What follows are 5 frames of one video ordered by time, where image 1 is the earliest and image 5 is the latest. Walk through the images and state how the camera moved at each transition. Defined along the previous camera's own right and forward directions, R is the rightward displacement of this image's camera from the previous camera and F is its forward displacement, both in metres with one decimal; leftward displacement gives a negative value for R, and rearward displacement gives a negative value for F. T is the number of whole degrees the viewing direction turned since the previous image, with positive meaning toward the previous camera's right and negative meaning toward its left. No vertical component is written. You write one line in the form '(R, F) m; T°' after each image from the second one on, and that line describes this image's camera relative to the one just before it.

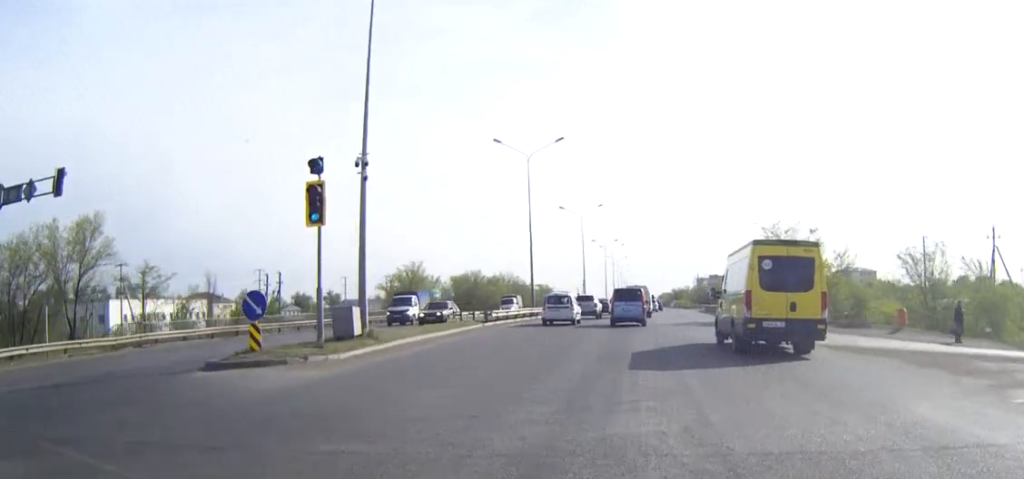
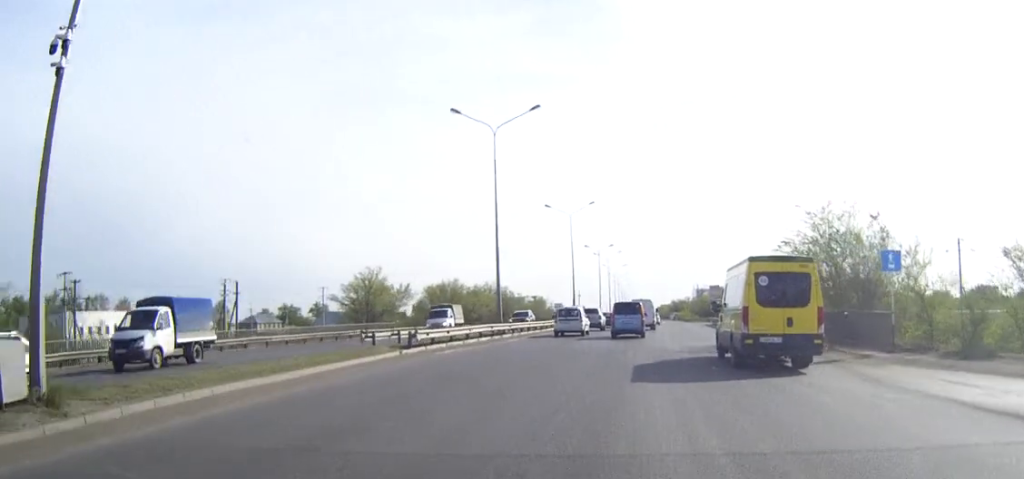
(+0.1, +14.3) m; 0°
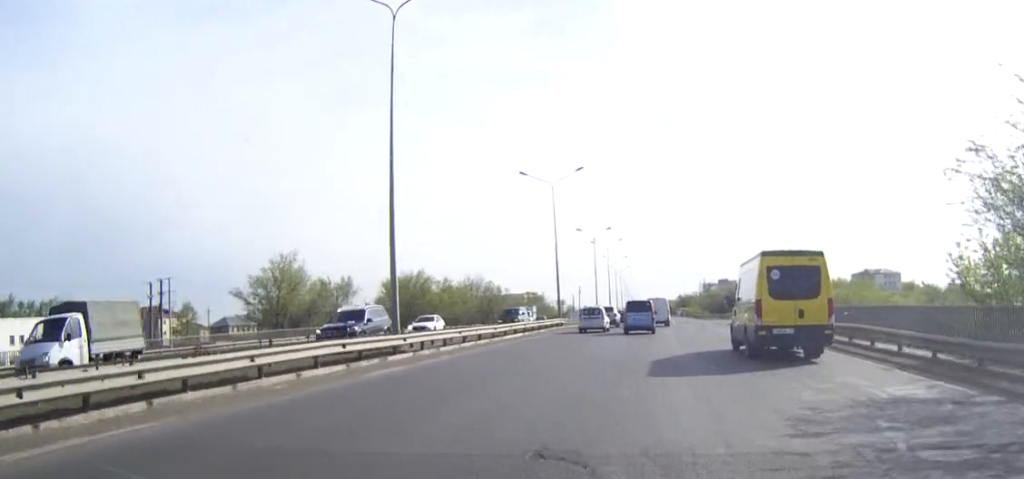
(-0.2, +21.4) m; -1°
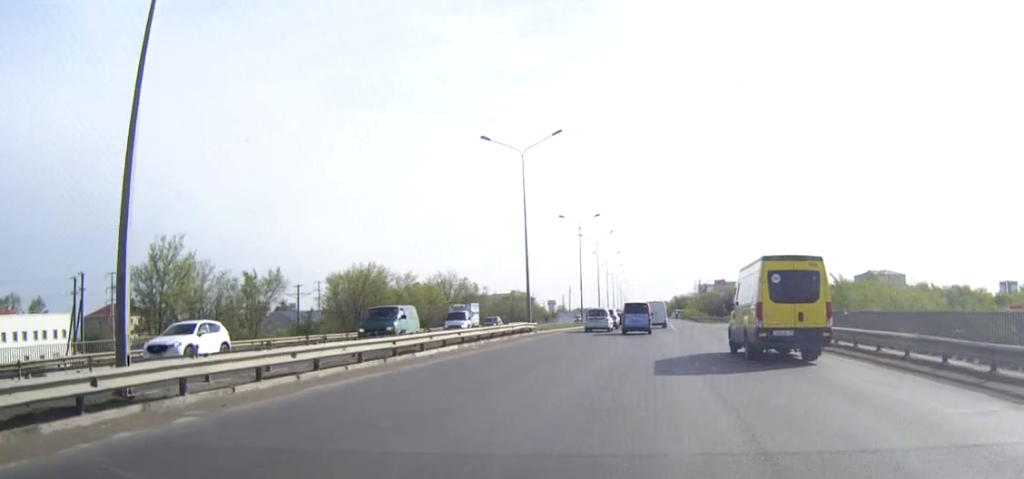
(+0.1, +15.3) m; +1°
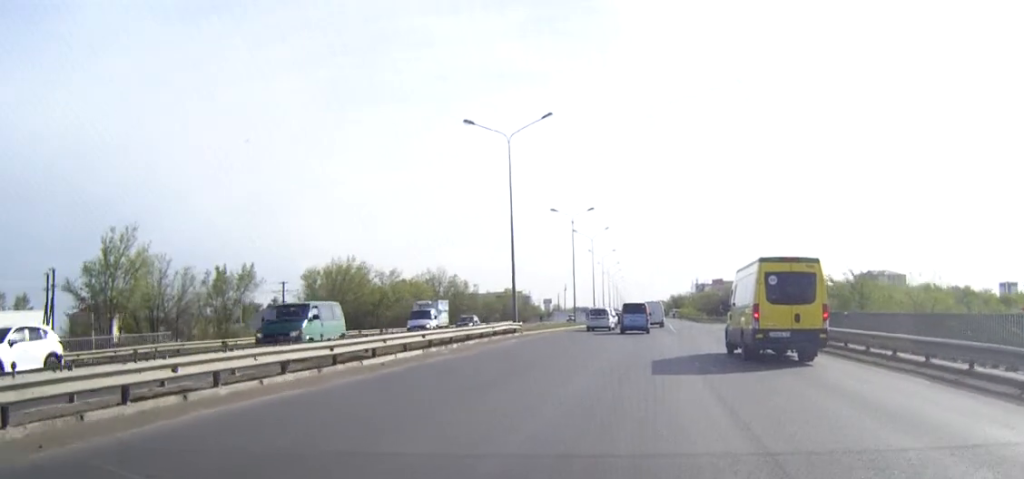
(0.0, +4.7) m; 0°
